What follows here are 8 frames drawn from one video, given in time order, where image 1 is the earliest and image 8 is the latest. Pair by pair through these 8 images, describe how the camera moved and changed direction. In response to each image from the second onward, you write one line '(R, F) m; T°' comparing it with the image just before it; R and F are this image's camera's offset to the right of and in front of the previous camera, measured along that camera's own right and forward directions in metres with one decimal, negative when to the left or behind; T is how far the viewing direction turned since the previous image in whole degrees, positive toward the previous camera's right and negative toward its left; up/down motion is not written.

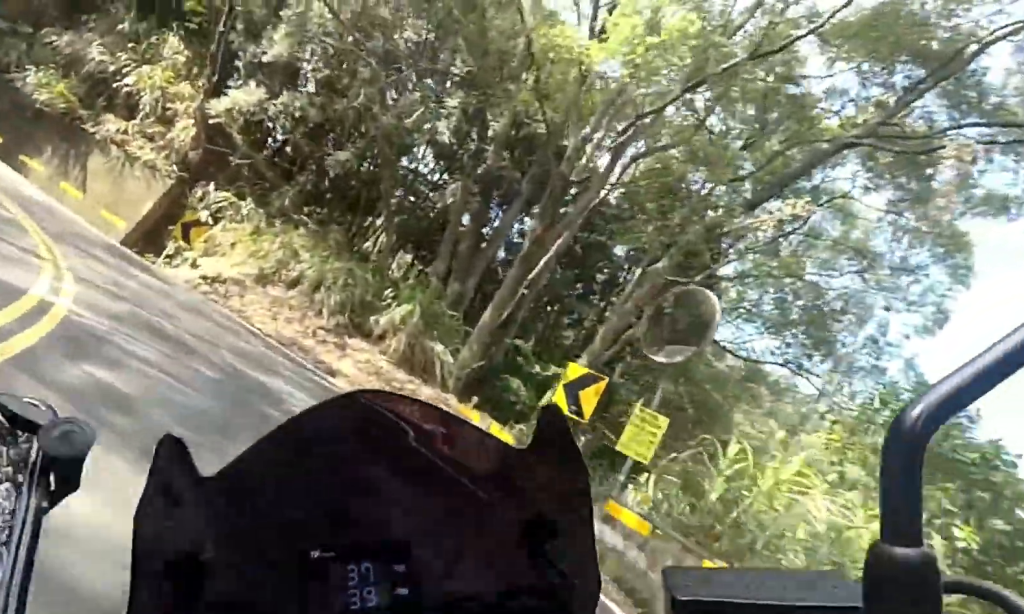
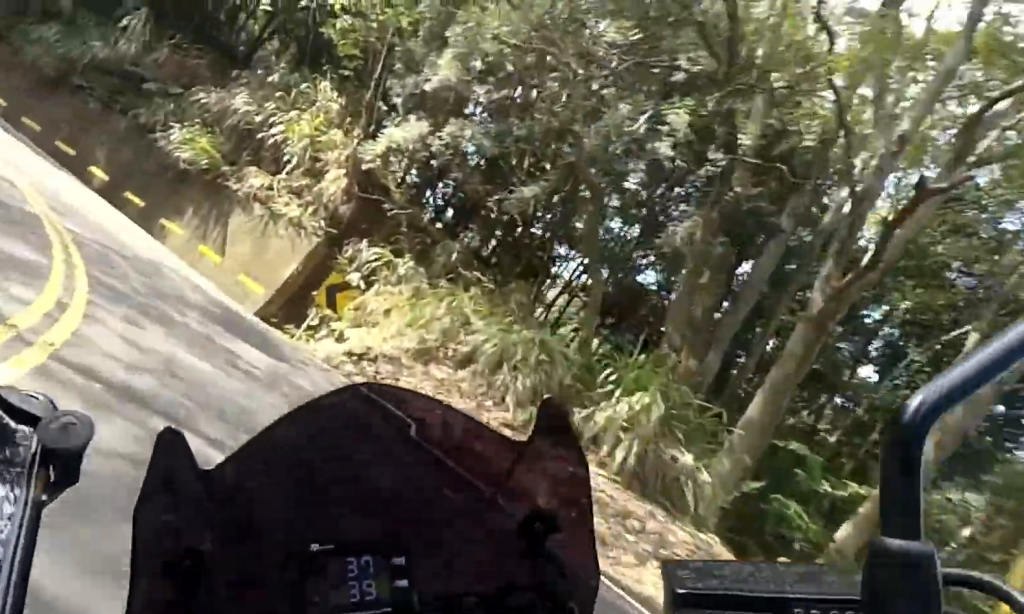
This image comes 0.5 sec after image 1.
(0.0, +1.3) m; -1°
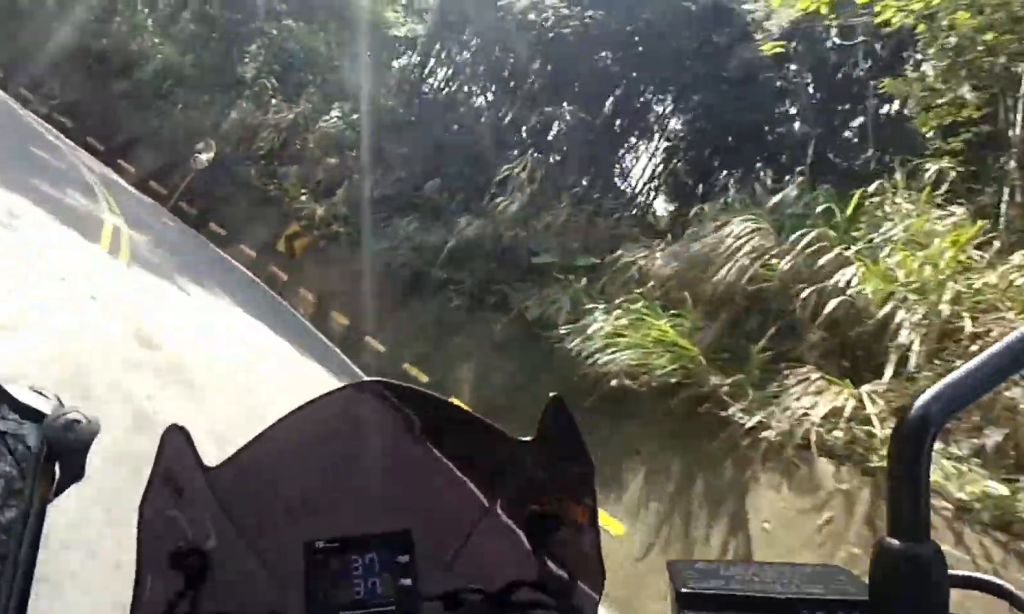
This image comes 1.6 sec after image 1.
(0.0, +2.7) m; 0°
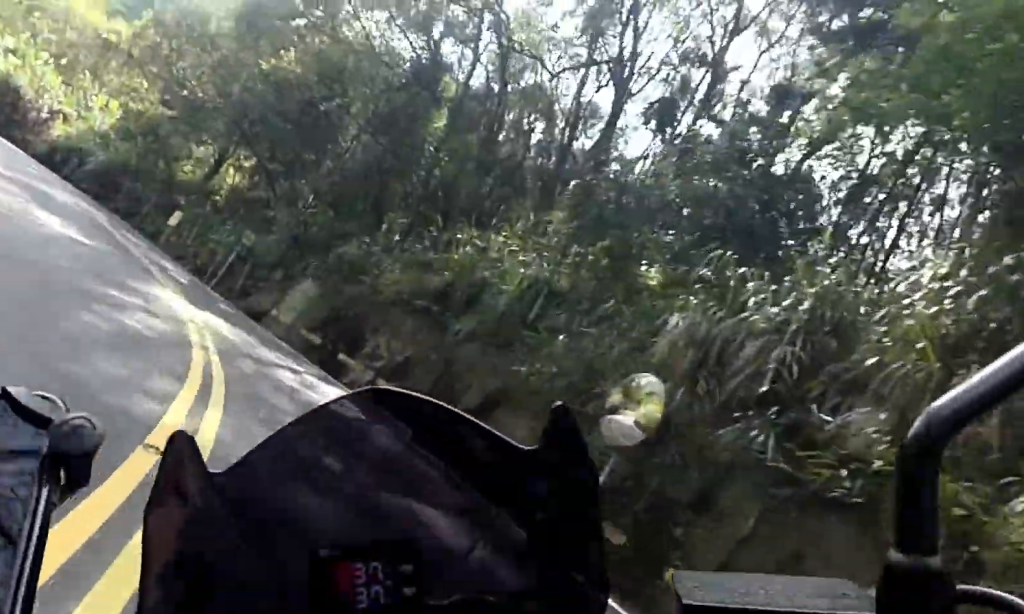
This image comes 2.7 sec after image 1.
(0.0, +2.7) m; 0°
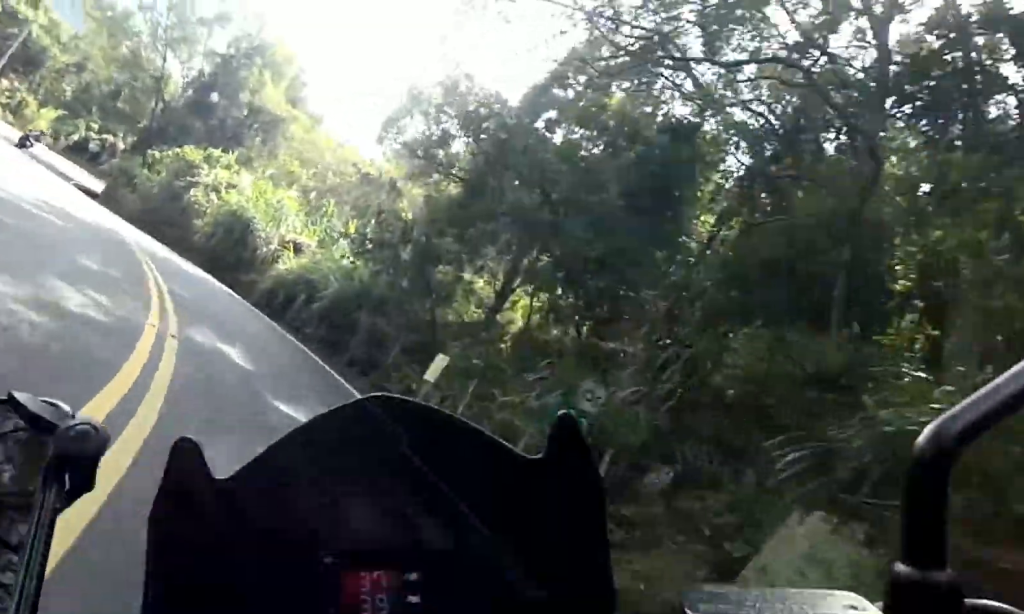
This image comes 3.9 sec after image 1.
(0.0, +3.1) m; 0°
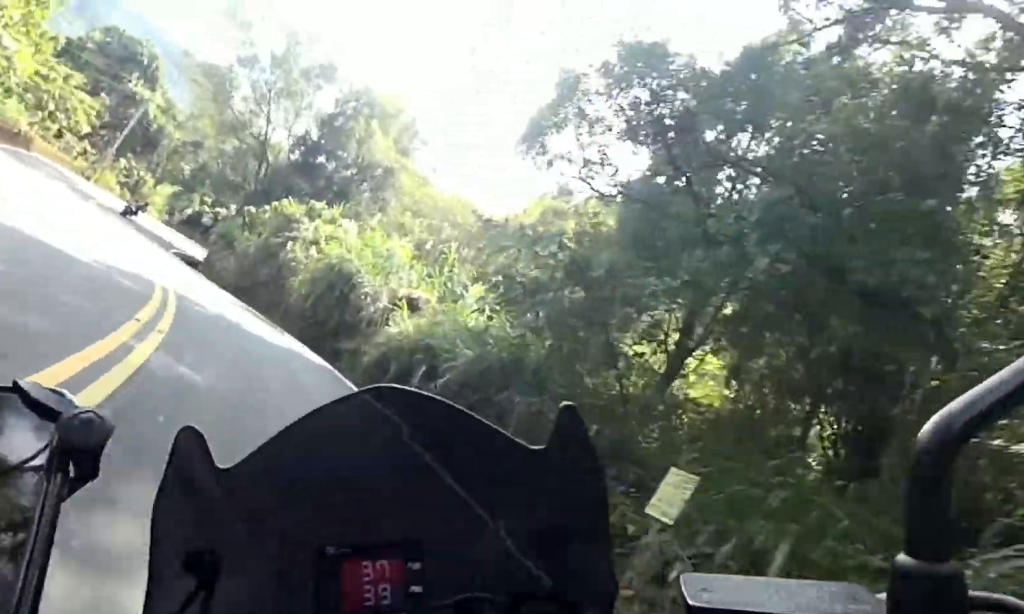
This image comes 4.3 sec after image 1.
(0.0, +1.6) m; -5°
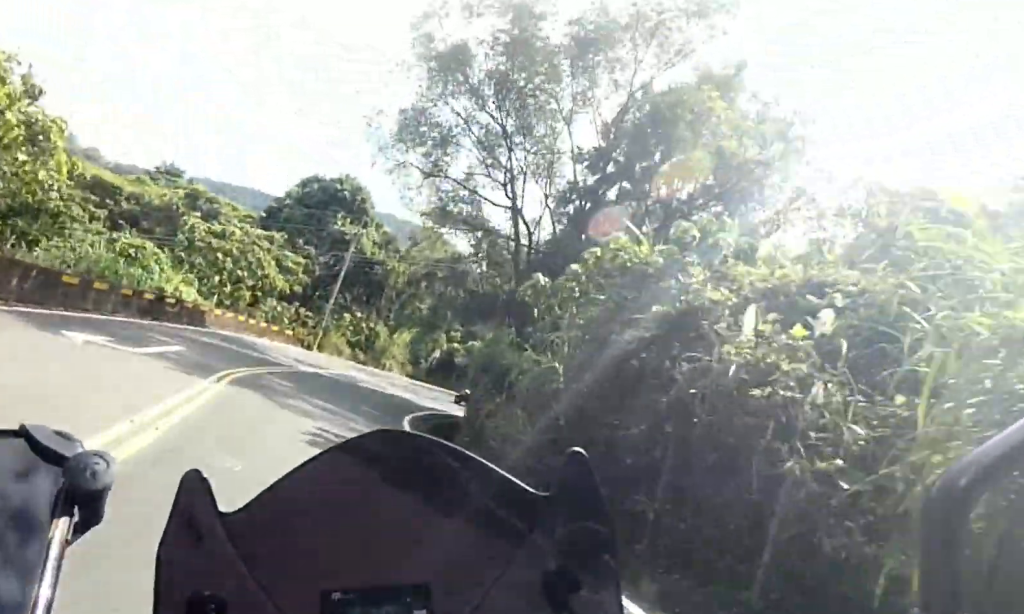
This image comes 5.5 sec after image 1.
(-0.9, +5.2) m; -26°
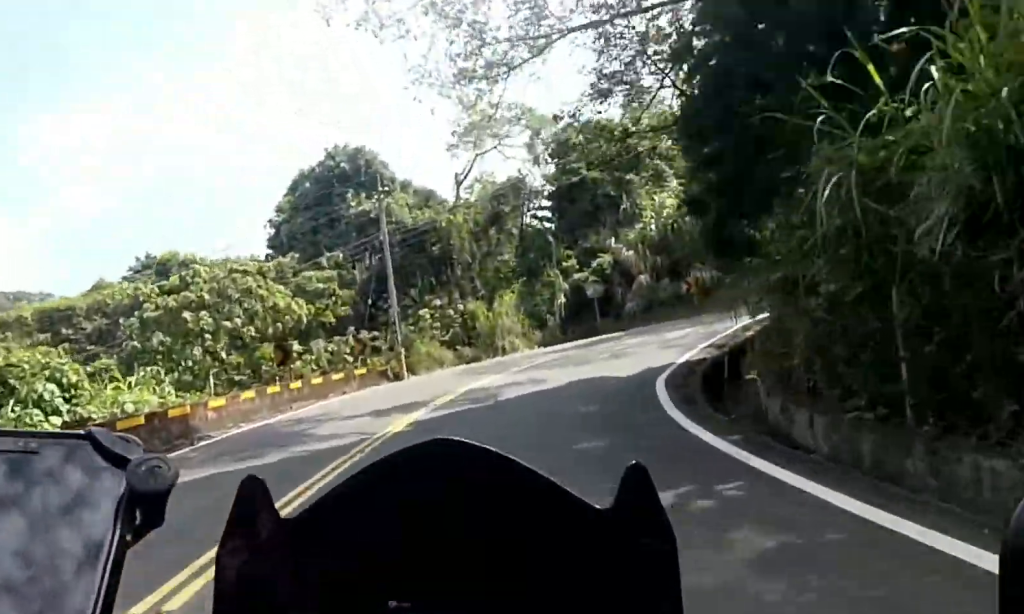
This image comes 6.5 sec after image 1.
(-1.4, +6.0) m; -18°
